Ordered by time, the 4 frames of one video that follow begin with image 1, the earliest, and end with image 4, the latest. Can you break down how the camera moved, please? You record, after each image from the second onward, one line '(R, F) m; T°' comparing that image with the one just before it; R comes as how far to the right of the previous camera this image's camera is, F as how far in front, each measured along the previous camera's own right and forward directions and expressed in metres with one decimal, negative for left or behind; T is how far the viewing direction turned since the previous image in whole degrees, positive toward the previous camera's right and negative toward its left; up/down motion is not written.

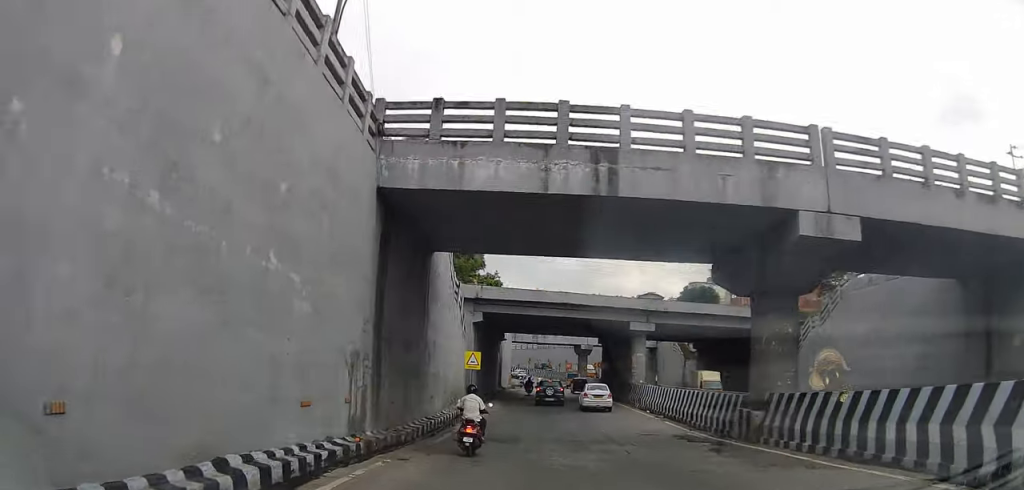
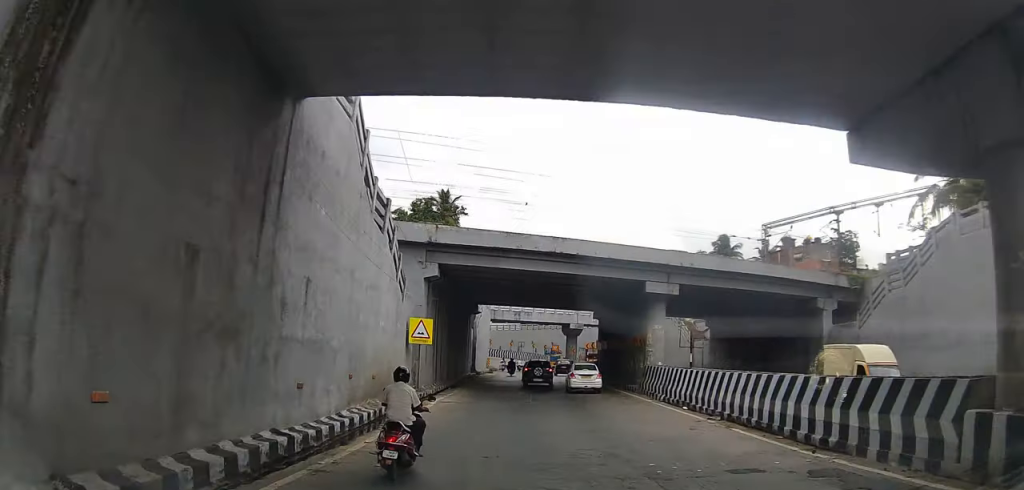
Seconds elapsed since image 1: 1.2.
(+0.1, +13.3) m; 0°
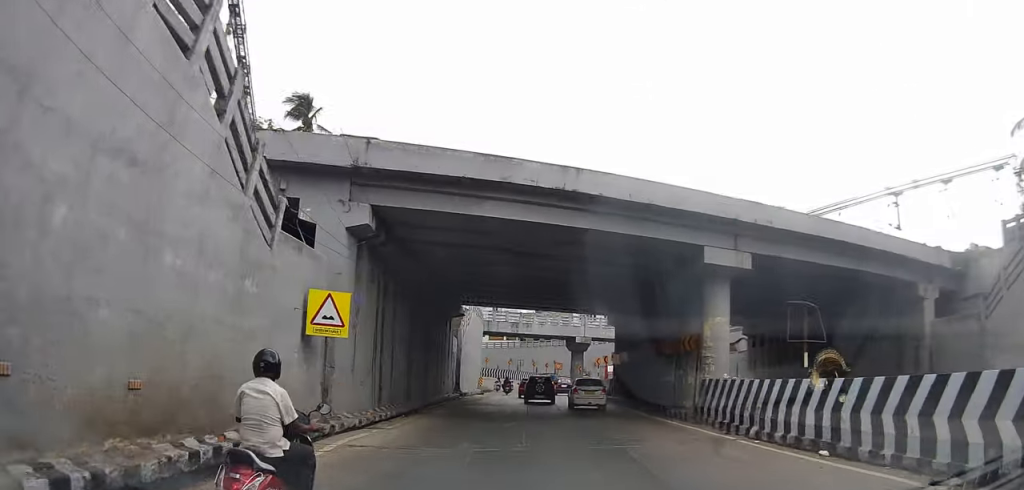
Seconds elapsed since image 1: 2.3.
(0.0, +13.2) m; 0°
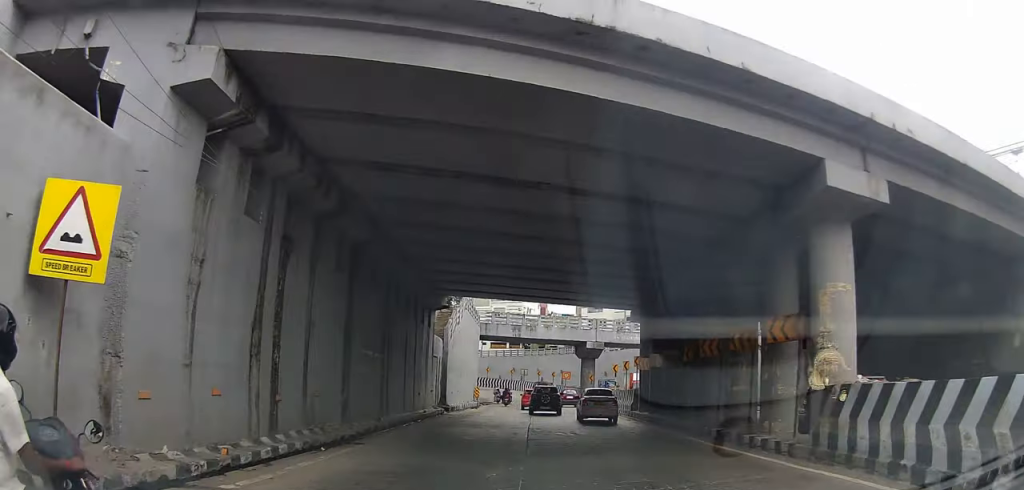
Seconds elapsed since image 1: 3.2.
(0.0, +11.3) m; 0°
